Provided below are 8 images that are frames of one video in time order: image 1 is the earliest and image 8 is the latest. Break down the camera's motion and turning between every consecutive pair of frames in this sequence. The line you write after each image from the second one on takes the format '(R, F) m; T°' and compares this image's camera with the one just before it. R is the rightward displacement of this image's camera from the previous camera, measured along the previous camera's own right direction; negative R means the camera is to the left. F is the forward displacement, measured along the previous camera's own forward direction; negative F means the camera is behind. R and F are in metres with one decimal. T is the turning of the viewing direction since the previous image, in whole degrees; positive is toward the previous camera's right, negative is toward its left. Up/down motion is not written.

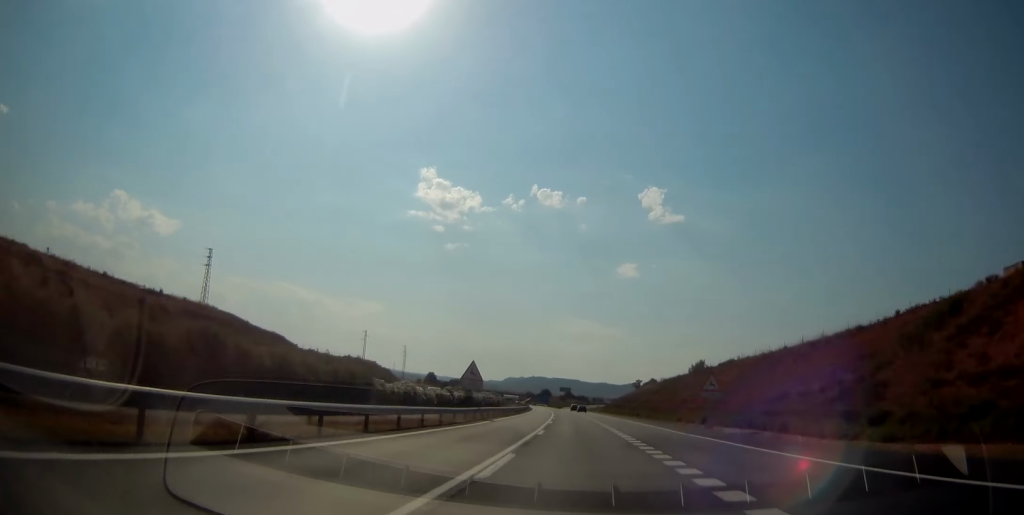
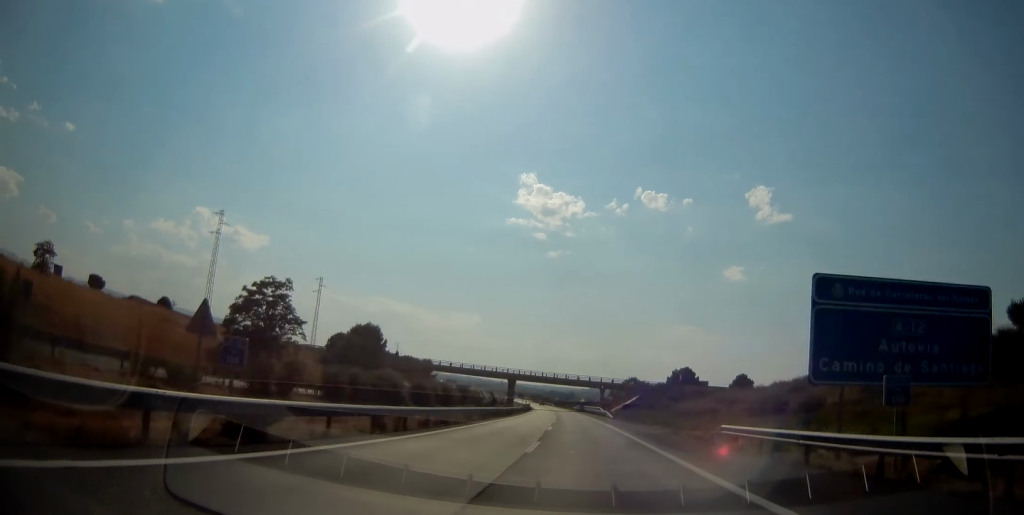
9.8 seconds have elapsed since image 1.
(-26.2, +345.5) m; -9°
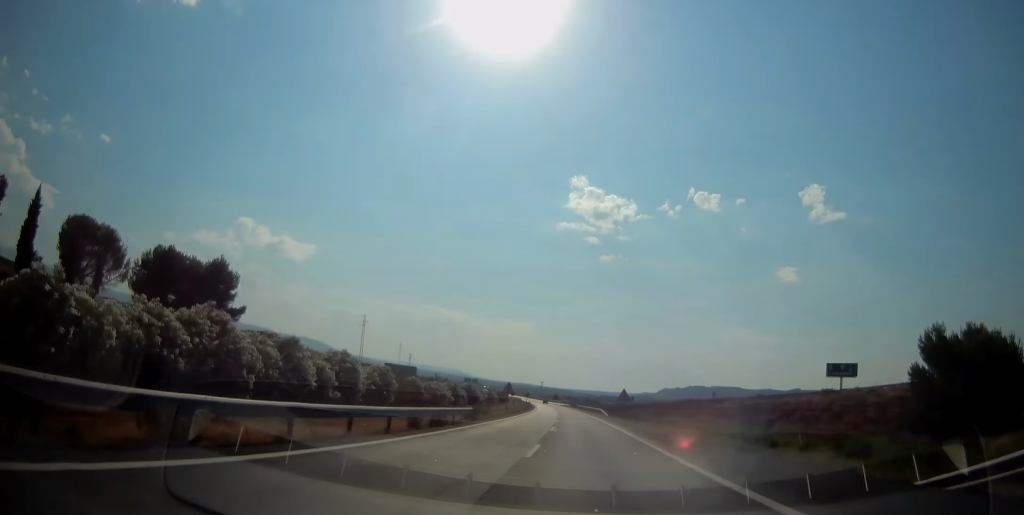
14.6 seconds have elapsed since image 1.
(-5.3, +176.6) m; -5°
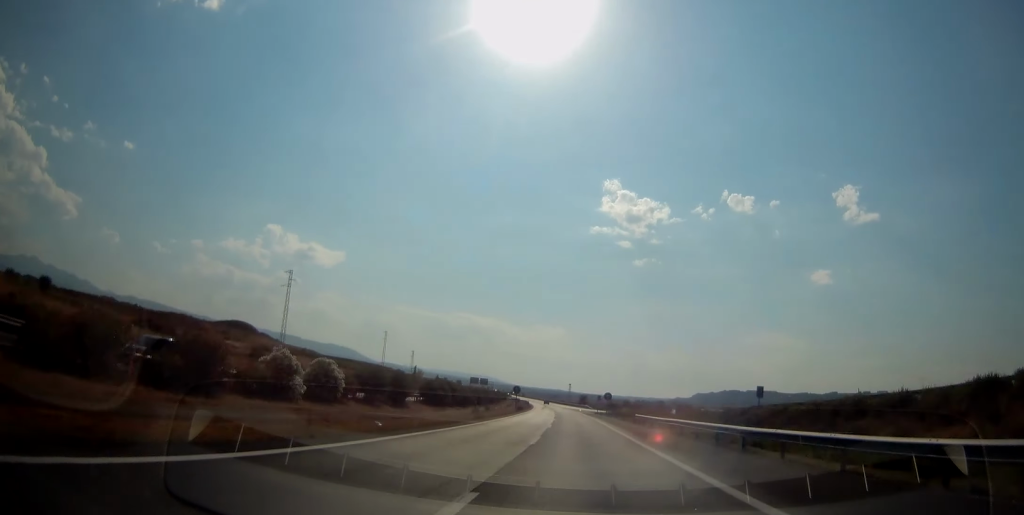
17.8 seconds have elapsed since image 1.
(-5.7, +123.5) m; -3°
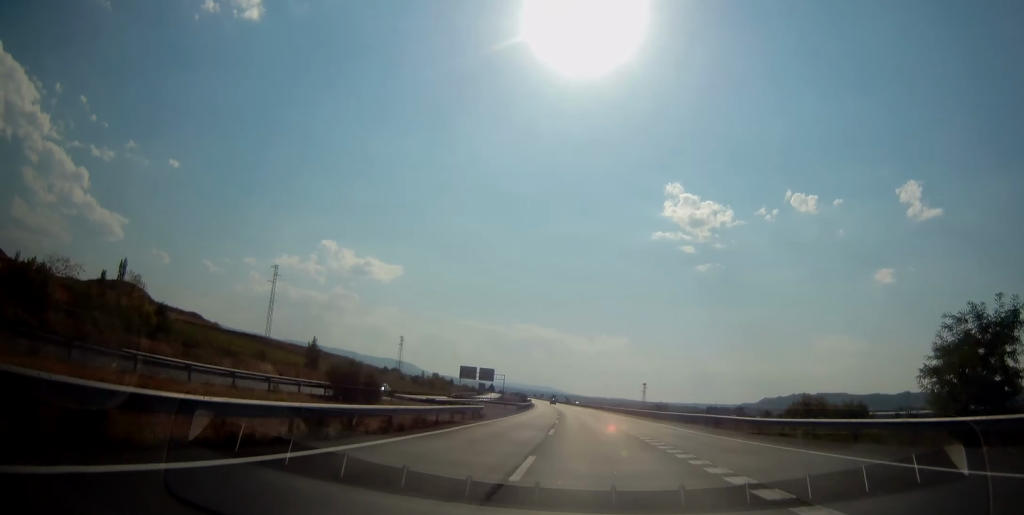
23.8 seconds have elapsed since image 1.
(-12.0, +237.1) m; -5°
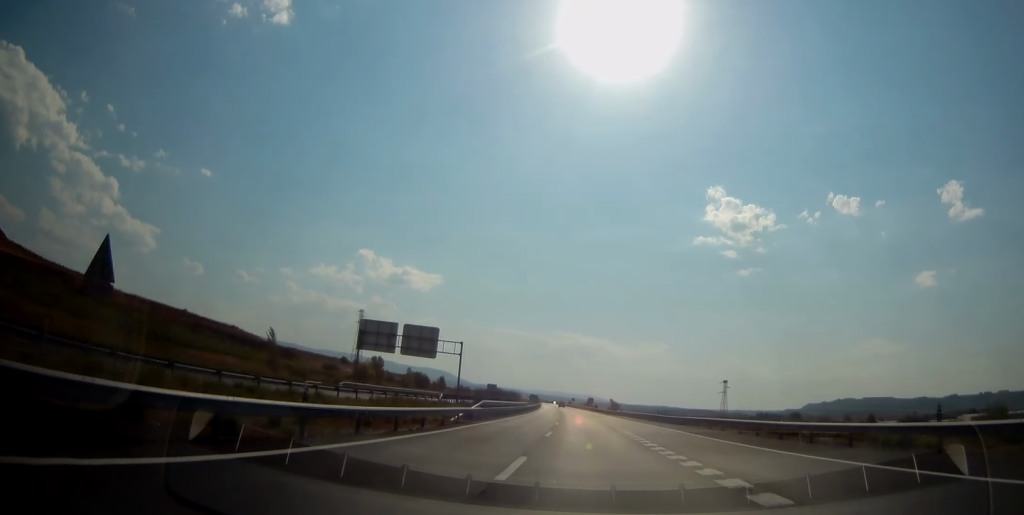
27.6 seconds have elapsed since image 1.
(-3.4, +150.3) m; -2°
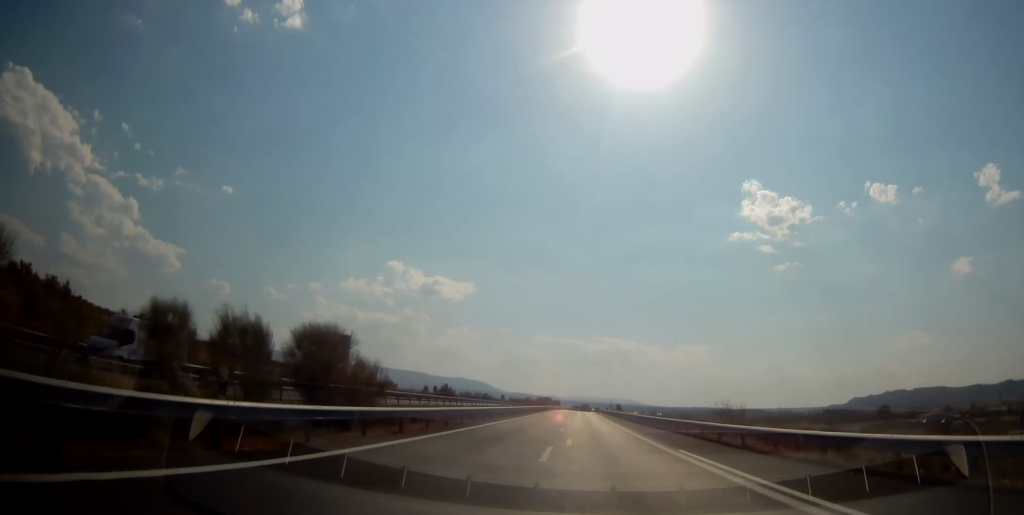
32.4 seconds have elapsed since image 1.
(-4.4, +184.7) m; -1°
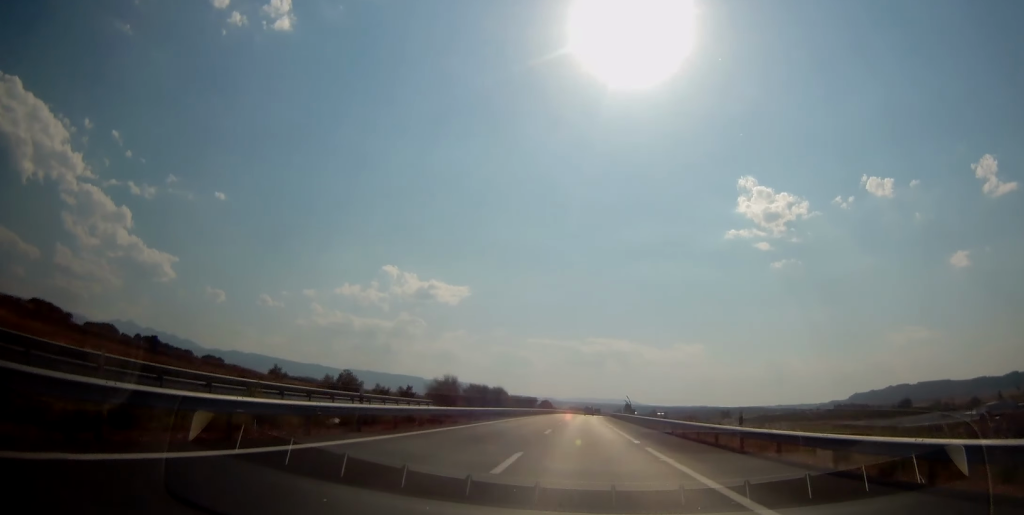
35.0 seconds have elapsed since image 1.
(+0.3, +95.3) m; +1°
